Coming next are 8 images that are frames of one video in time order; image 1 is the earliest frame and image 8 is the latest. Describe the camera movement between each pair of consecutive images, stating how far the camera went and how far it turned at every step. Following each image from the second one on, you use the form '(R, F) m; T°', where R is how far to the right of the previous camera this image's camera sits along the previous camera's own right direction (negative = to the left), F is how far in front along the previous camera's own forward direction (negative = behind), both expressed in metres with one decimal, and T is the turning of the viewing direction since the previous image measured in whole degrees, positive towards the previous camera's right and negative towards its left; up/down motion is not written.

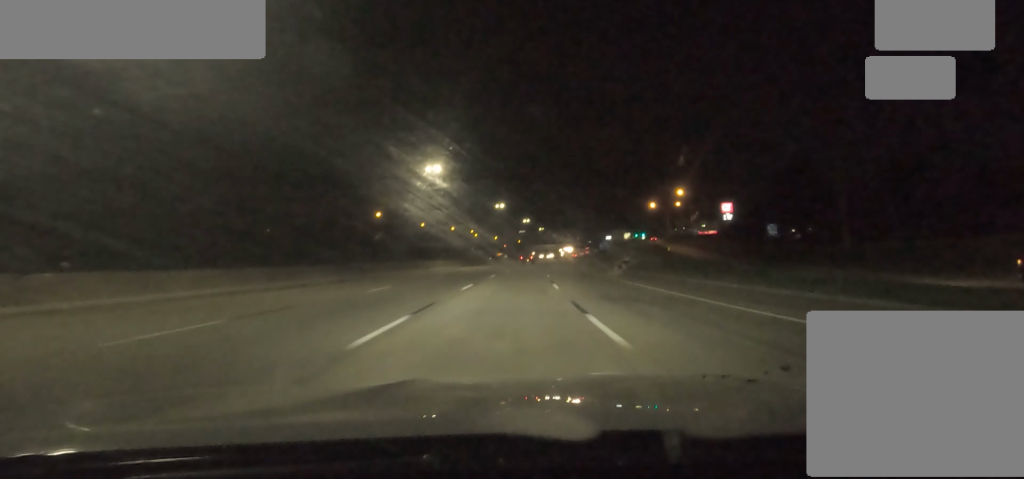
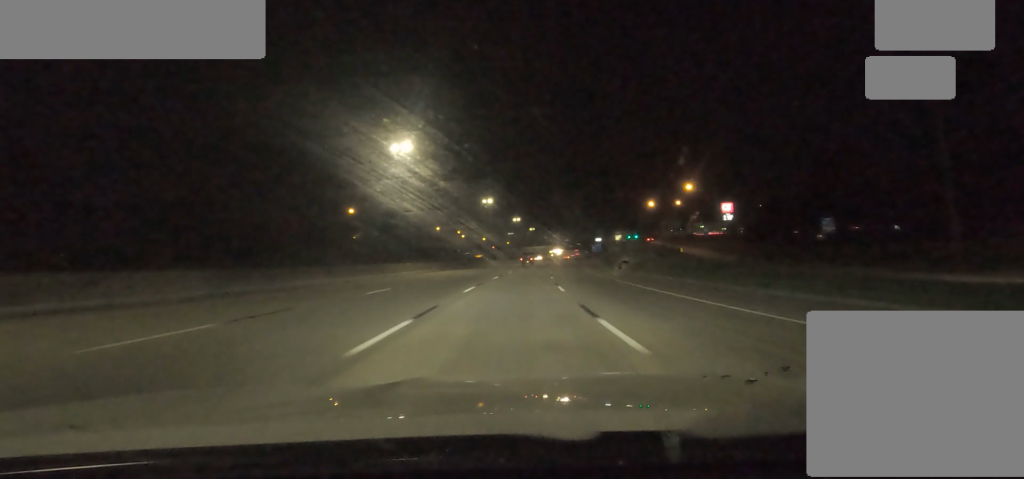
(+0.1, +13.5) m; 0°
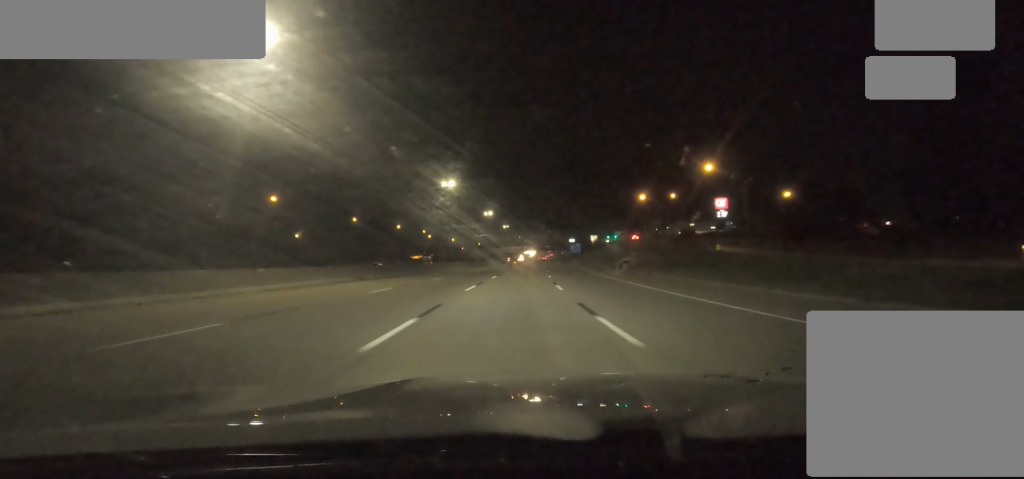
(-0.6, +26.5) m; +2°
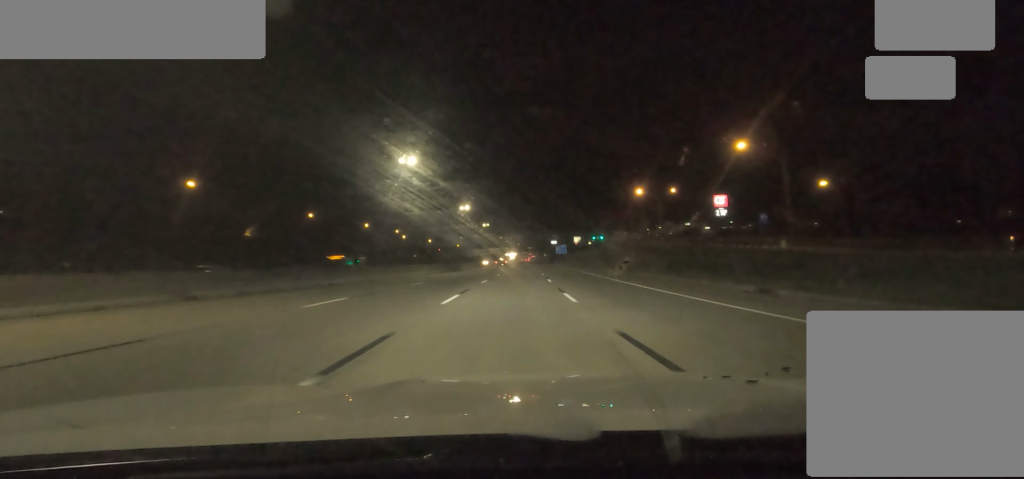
(+0.7, +19.3) m; +5°
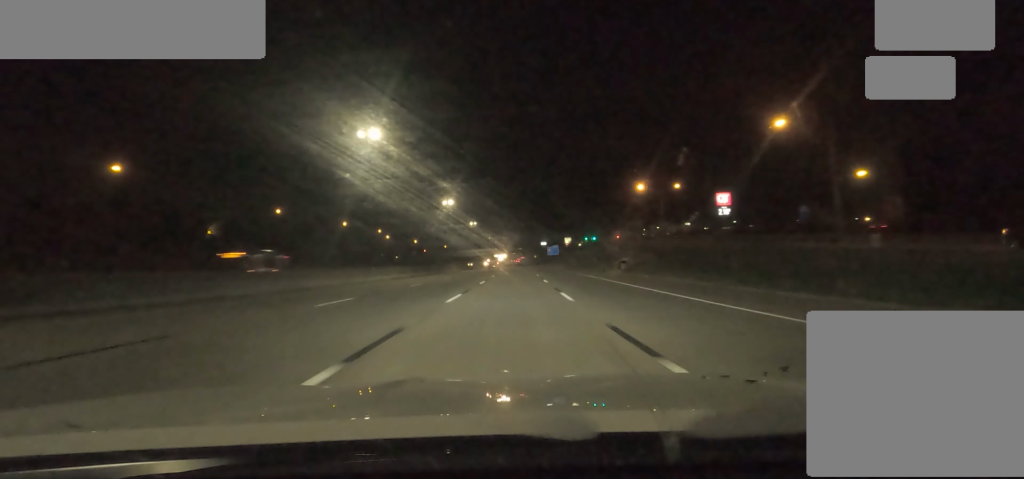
(+0.8, +13.2) m; 0°
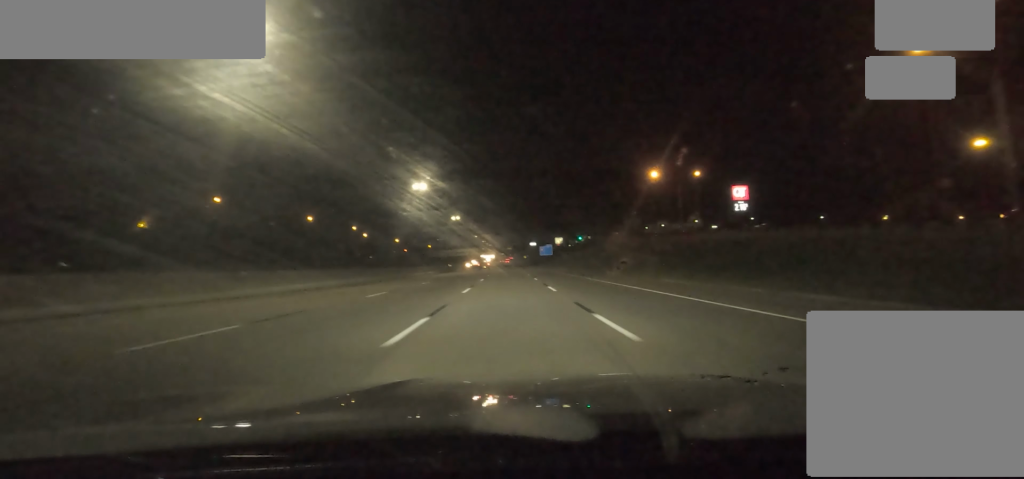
(-0.1, +21.5) m; 0°
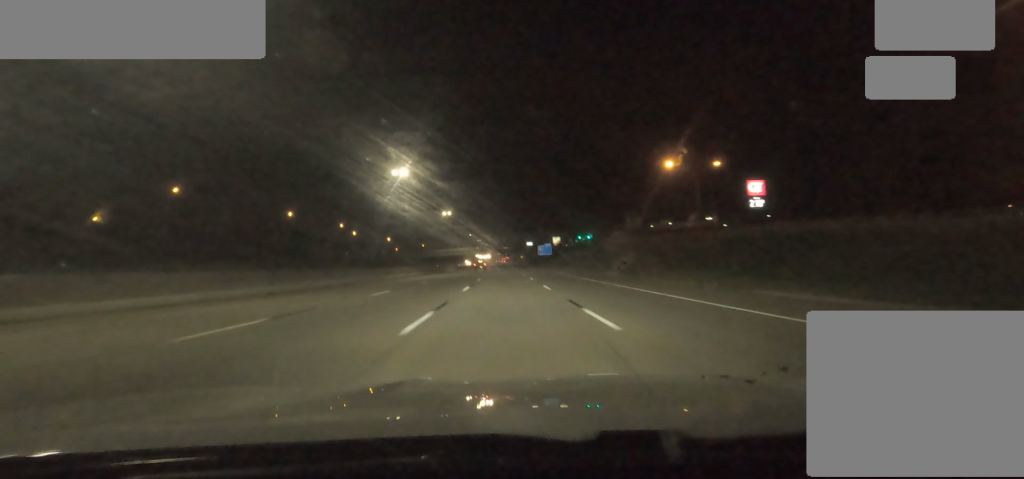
(-0.7, +11.7) m; 0°
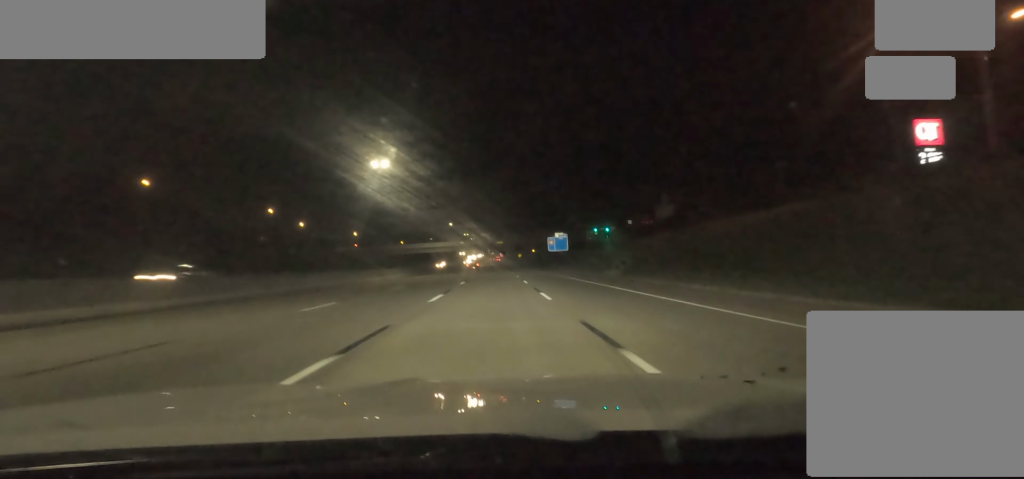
(0.0, +61.9) m; 0°
